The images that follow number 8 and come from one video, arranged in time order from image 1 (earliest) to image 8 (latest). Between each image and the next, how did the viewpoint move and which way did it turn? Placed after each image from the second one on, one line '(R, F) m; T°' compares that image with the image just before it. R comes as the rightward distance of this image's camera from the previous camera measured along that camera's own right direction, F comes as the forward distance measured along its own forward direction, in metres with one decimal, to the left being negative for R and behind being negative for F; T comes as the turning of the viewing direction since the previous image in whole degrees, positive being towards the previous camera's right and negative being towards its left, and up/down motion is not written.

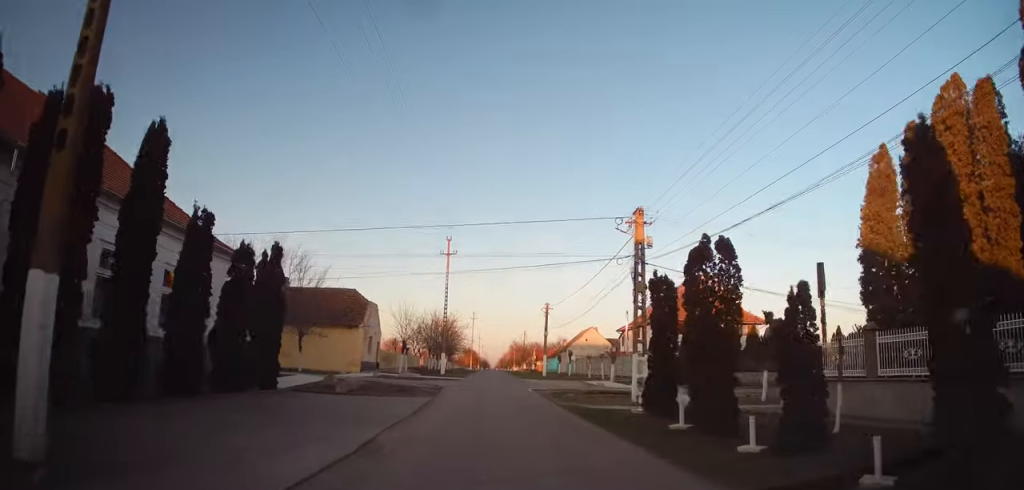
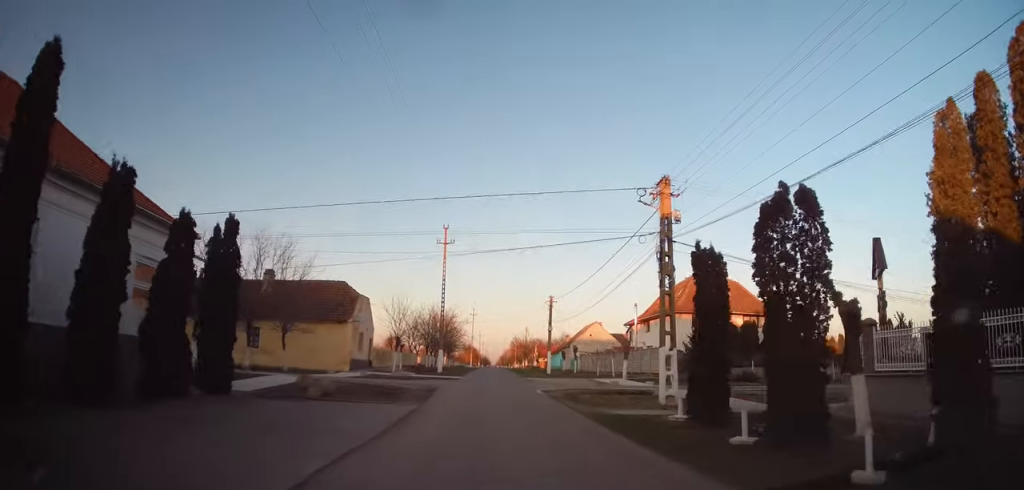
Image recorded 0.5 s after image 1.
(0.0, +3.6) m; 0°
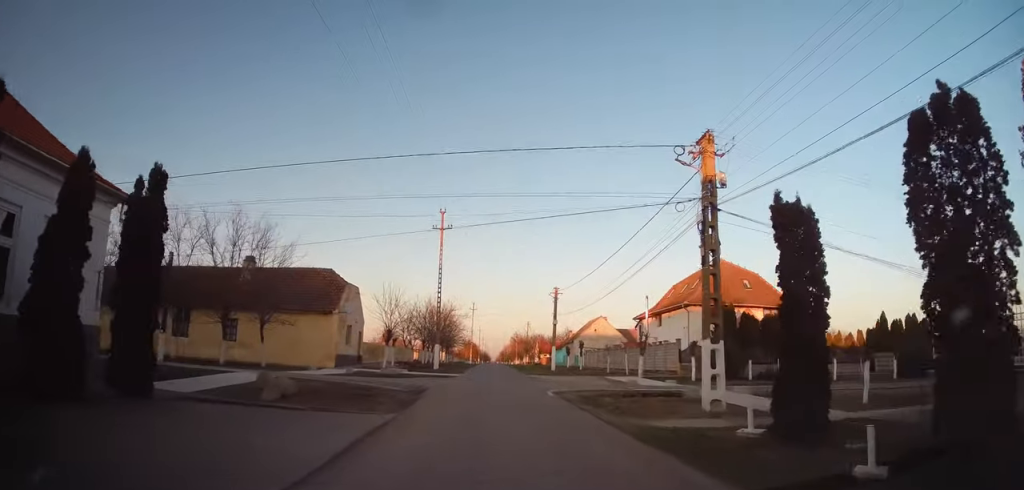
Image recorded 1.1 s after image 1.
(0.0, +4.1) m; 0°
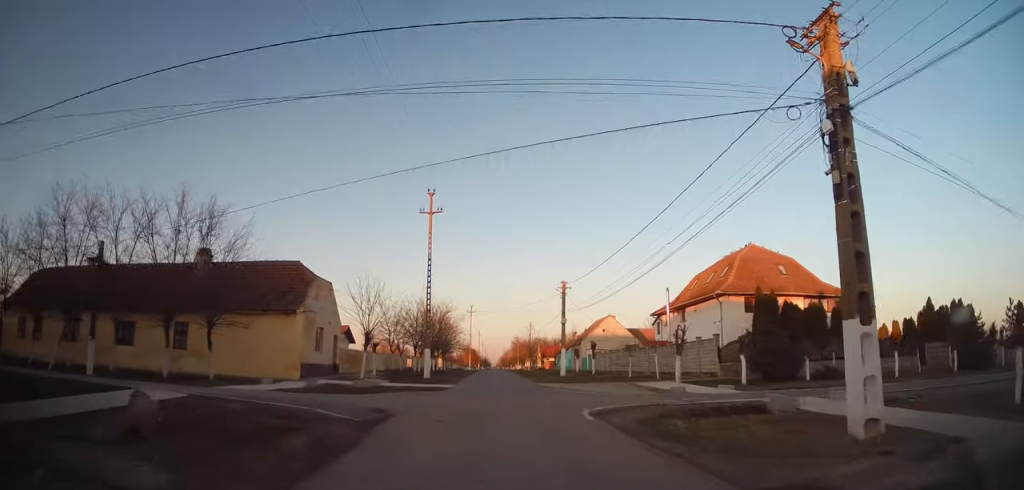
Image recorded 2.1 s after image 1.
(0.0, +6.6) m; 0°
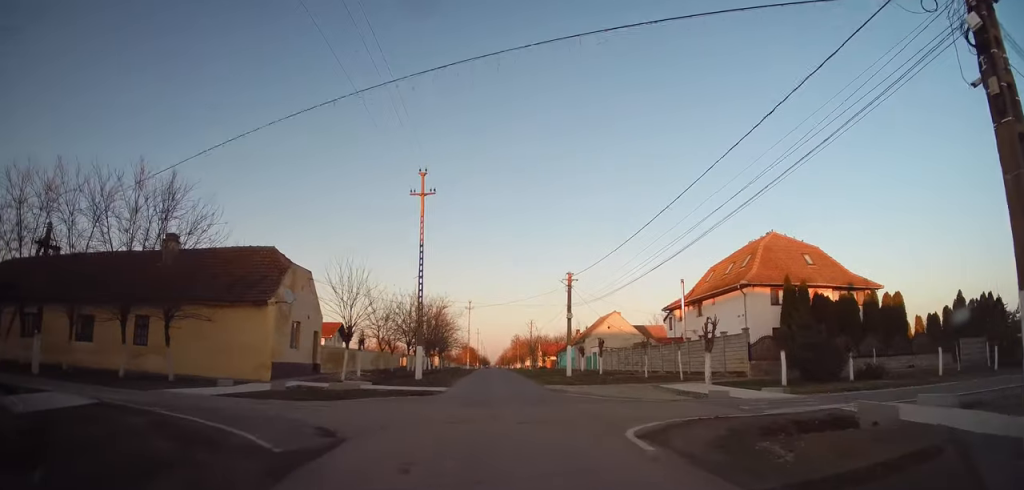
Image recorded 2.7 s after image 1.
(0.0, +3.7) m; -2°
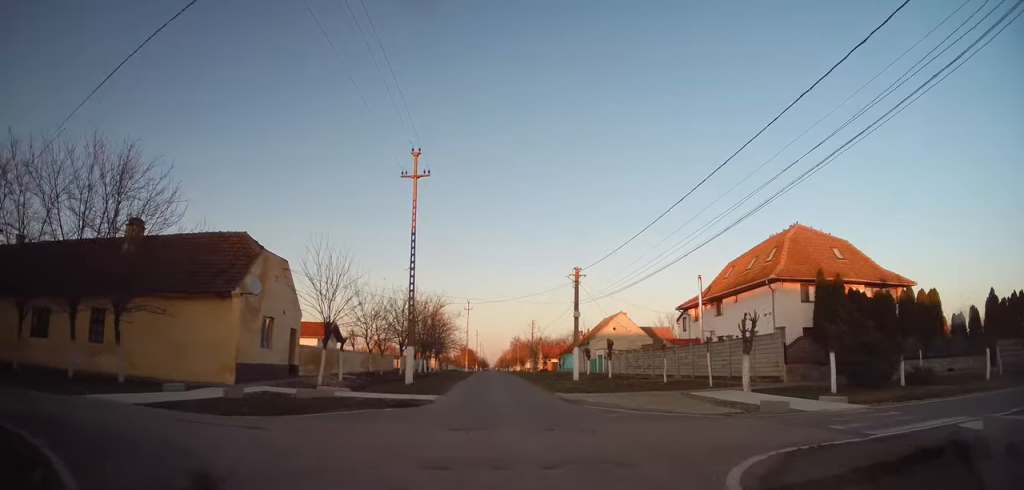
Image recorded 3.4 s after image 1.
(-0.1, +4.0) m; -1°
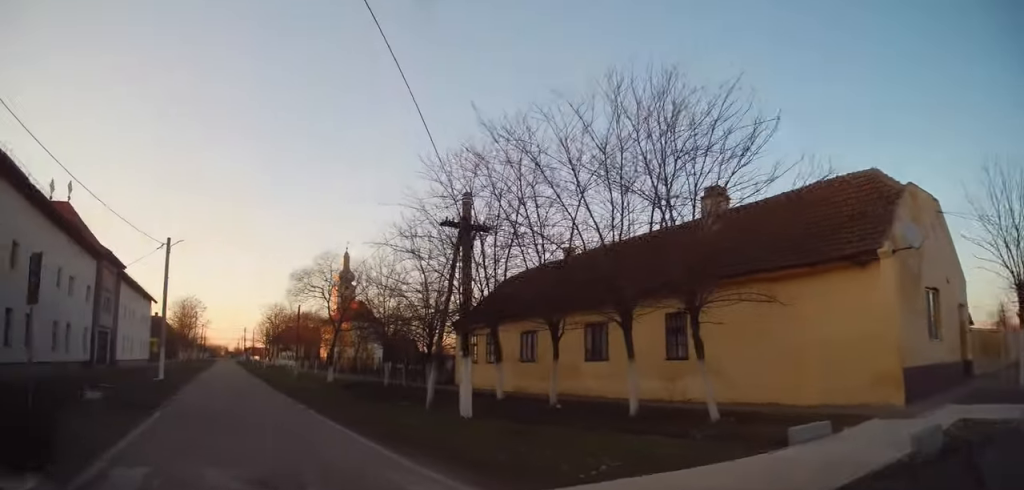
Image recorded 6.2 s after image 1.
(-3.0, +10.5) m; -58°
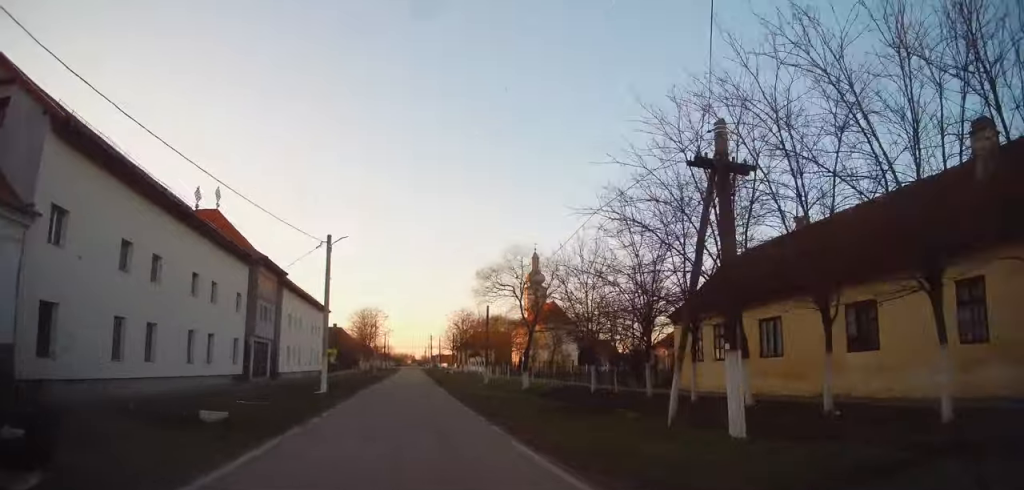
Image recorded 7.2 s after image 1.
(-1.1, +4.8) m; -21°
